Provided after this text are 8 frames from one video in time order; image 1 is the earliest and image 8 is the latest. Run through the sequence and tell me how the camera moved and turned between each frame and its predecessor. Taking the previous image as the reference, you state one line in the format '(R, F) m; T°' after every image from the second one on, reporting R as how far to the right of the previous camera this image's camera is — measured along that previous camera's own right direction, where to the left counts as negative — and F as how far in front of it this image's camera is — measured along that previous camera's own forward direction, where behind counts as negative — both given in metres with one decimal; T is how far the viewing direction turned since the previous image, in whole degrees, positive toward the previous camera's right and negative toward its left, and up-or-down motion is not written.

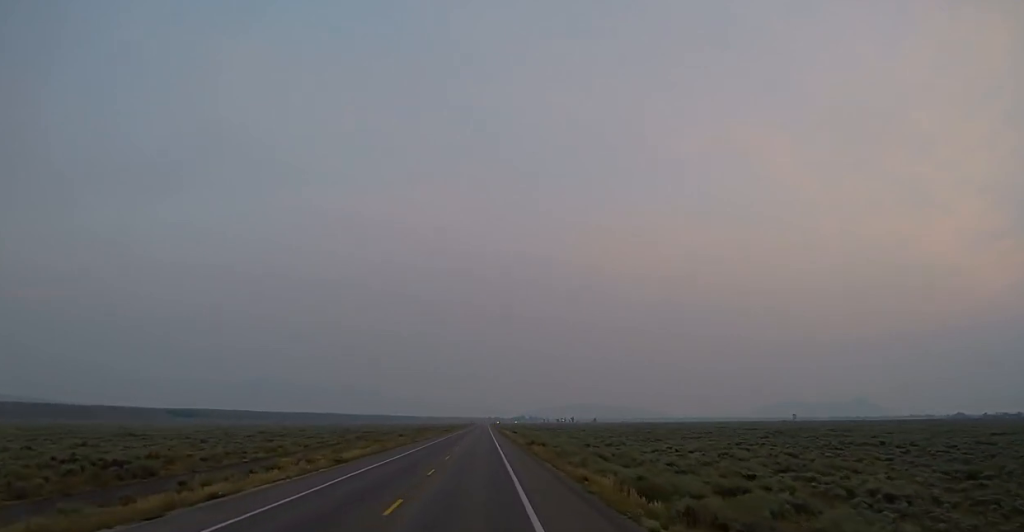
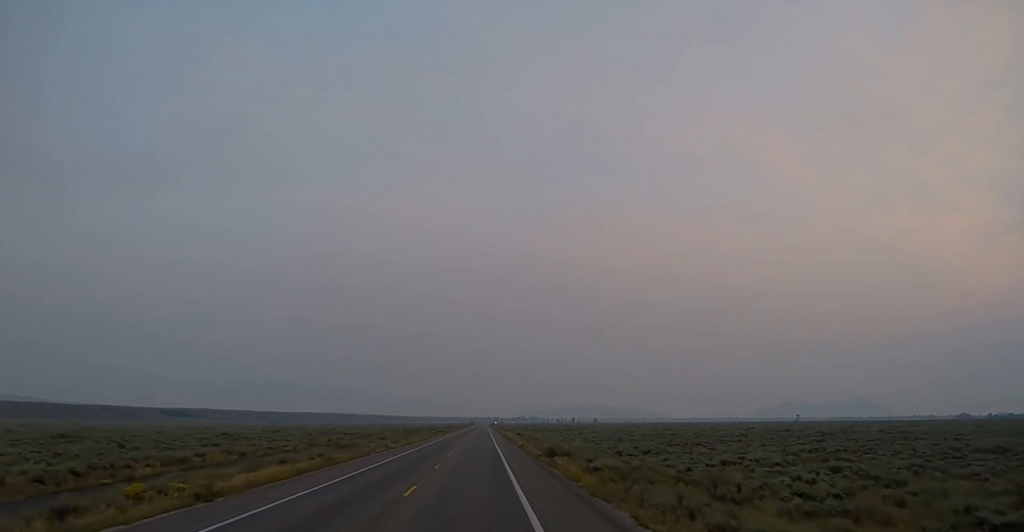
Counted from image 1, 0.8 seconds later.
(0.0, +21.1) m; +1°
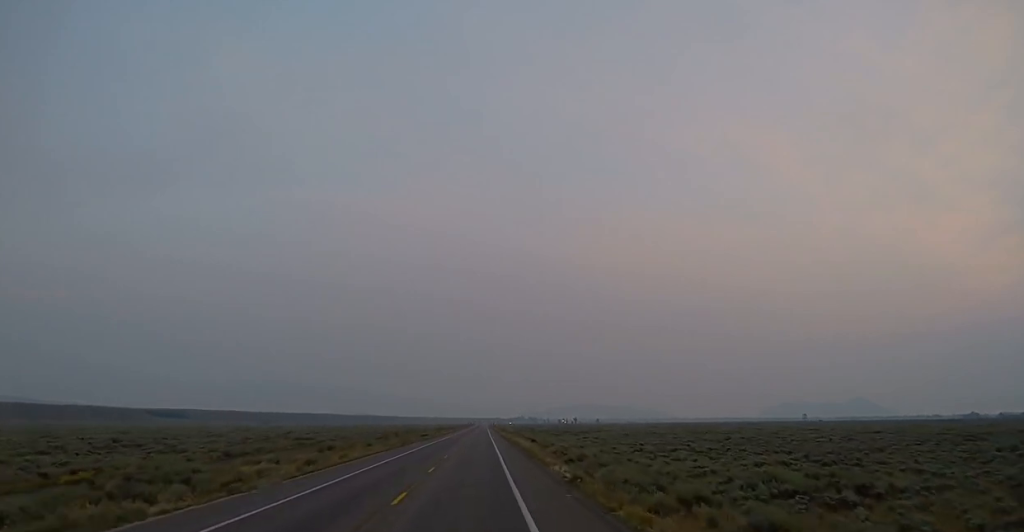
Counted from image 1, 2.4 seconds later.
(+0.6, +38.3) m; +1°
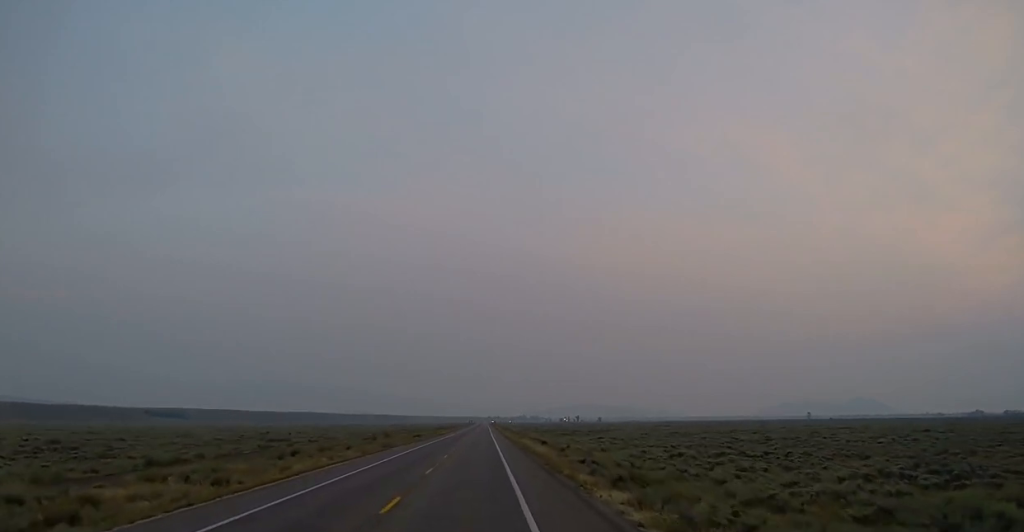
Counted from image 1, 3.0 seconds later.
(-0.2, +13.6) m; 0°
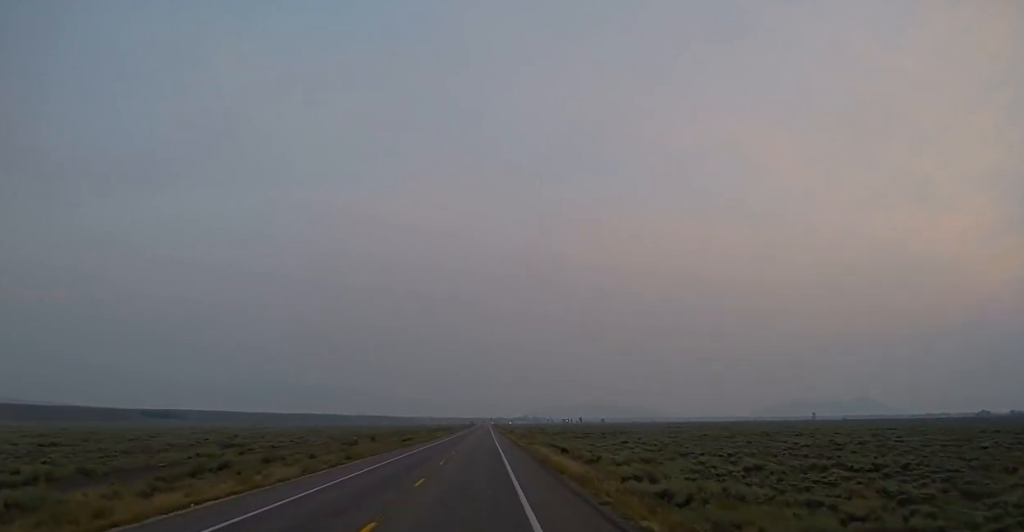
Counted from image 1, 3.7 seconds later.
(-0.1, +16.5) m; -1°
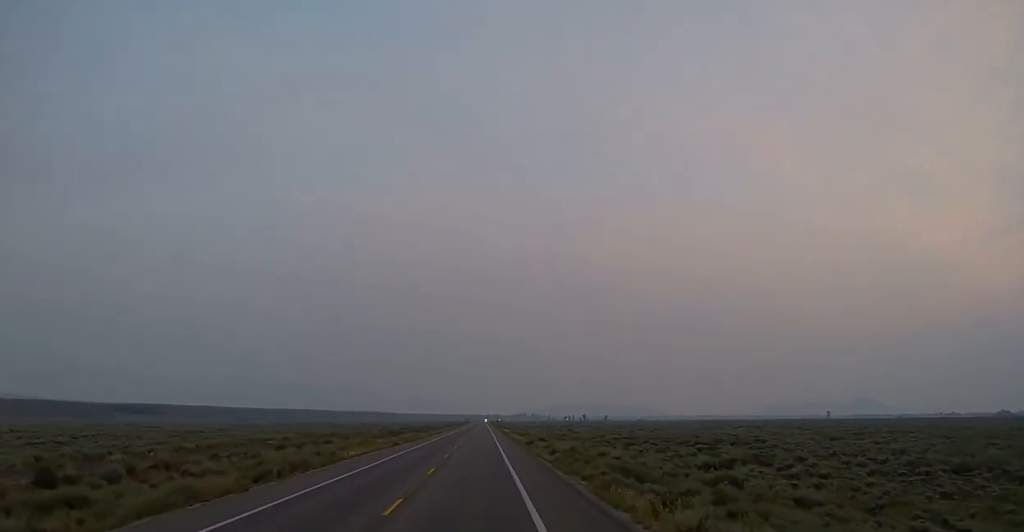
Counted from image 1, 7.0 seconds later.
(+0.5, +81.3) m; +1°
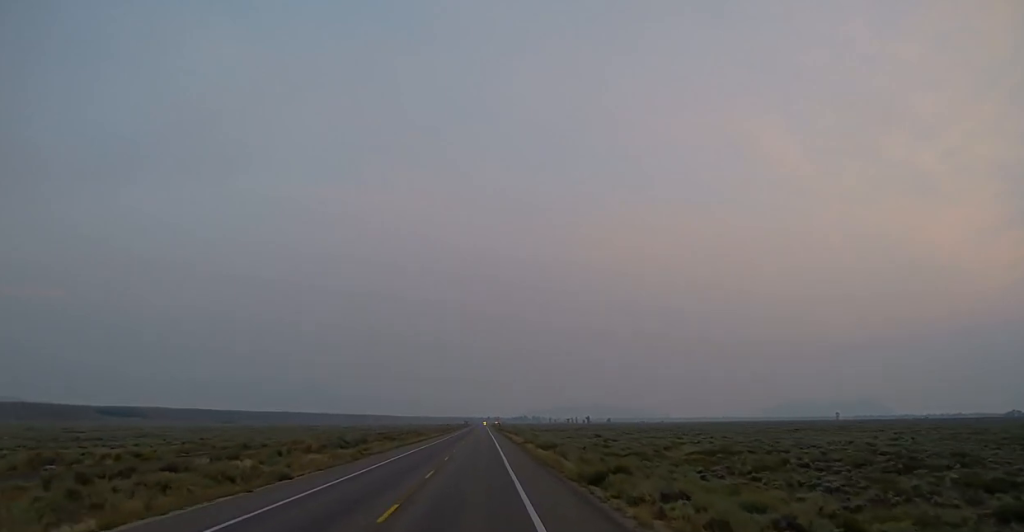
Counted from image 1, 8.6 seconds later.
(-0.2, +36.1) m; -1°
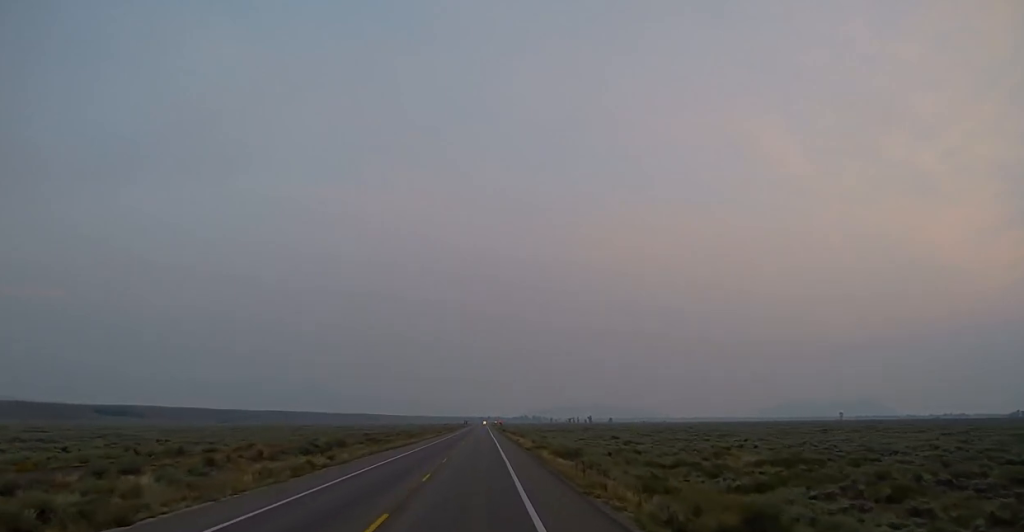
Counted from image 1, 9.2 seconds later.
(-0.1, +13.9) m; 0°
